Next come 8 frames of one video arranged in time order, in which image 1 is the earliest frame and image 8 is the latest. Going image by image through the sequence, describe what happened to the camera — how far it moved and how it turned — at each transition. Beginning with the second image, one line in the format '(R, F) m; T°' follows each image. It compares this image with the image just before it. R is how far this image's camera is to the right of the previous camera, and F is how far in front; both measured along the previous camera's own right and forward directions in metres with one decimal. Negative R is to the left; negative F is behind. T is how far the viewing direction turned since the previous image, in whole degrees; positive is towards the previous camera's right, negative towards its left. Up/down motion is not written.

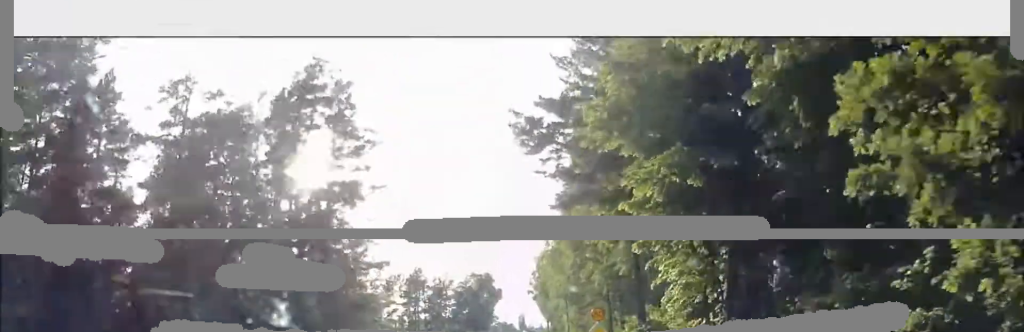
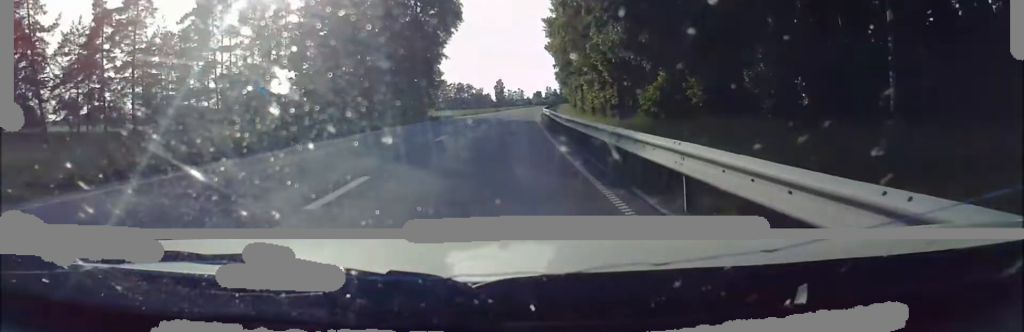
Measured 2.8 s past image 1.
(+0.1, +78.7) m; 0°
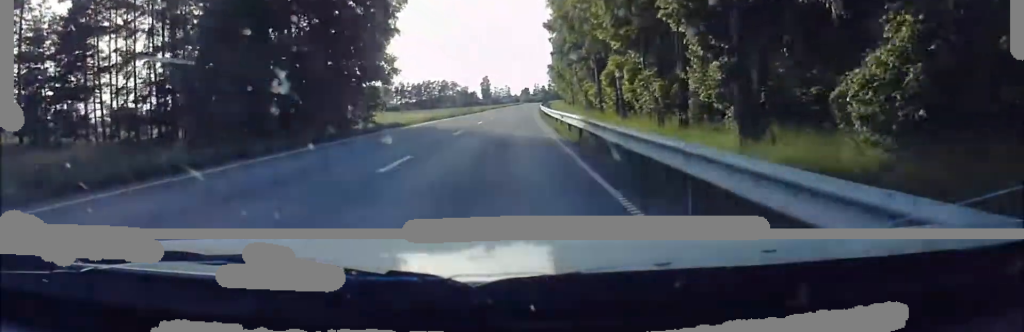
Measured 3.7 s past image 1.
(+0.1, +22.5) m; +1°
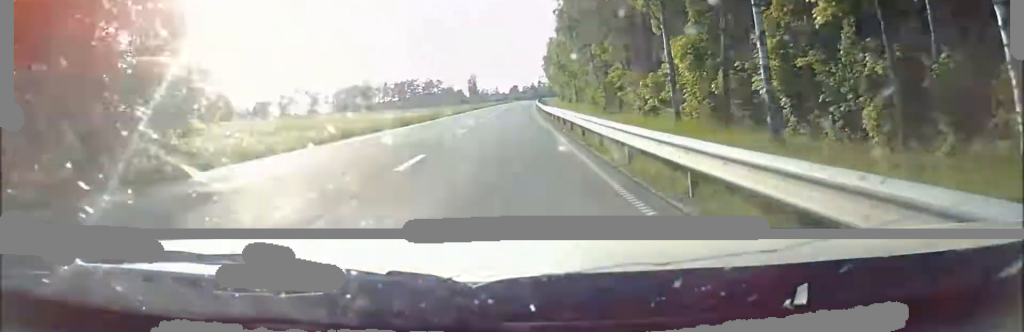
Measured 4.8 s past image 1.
(+0.2, +25.2) m; +1°
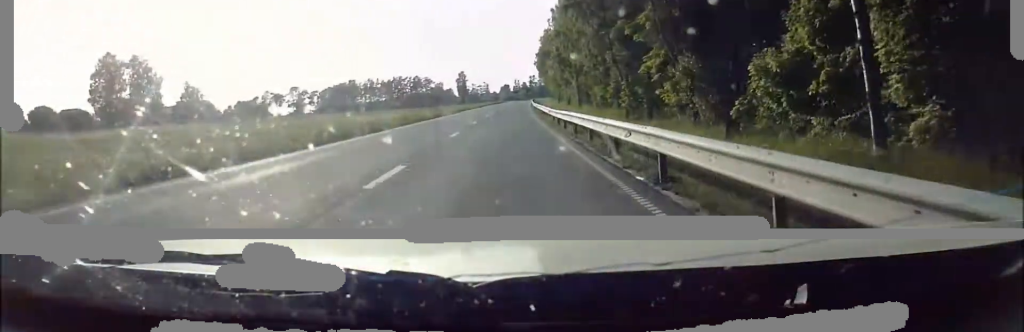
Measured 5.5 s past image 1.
(0.0, +14.9) m; 0°
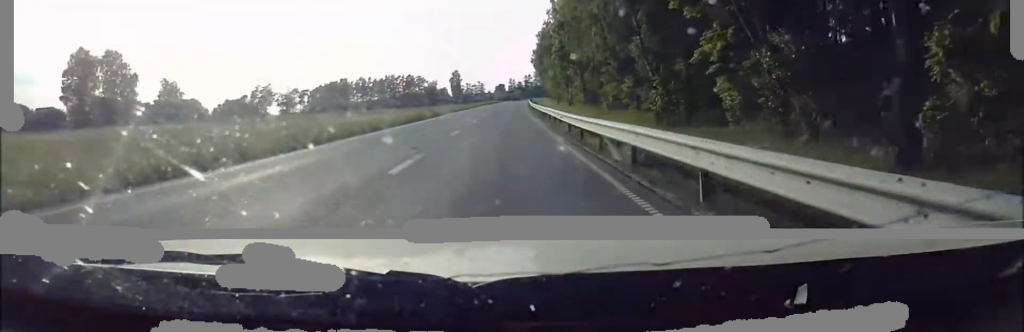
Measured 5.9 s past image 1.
(0.0, +10.4) m; 0°
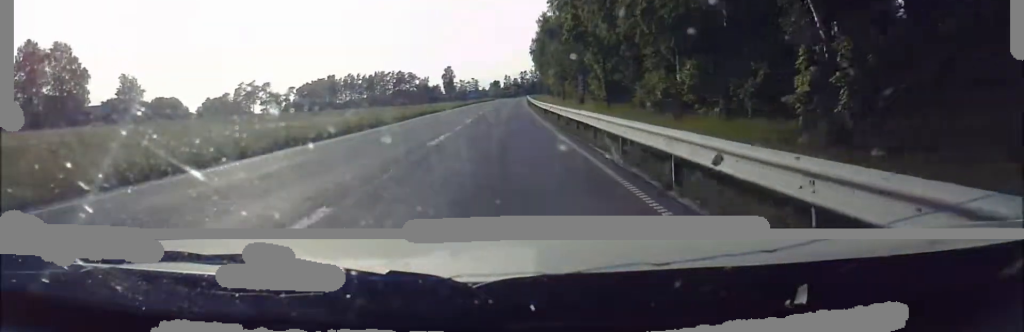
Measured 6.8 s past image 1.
(+0.2, +19.1) m; +2°
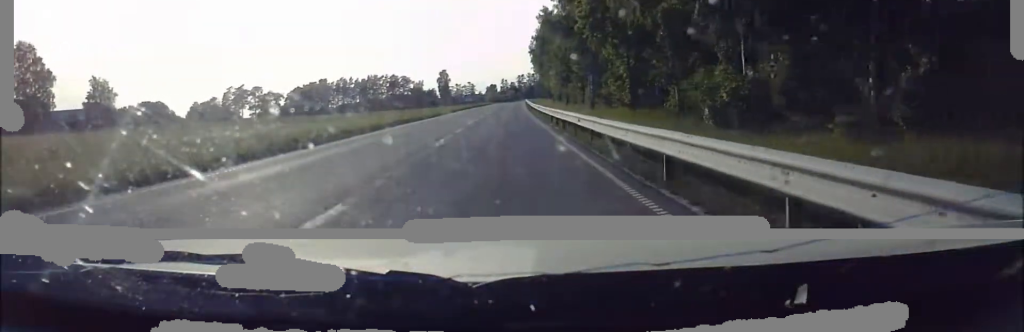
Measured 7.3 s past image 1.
(+0.1, +11.7) m; +1°
